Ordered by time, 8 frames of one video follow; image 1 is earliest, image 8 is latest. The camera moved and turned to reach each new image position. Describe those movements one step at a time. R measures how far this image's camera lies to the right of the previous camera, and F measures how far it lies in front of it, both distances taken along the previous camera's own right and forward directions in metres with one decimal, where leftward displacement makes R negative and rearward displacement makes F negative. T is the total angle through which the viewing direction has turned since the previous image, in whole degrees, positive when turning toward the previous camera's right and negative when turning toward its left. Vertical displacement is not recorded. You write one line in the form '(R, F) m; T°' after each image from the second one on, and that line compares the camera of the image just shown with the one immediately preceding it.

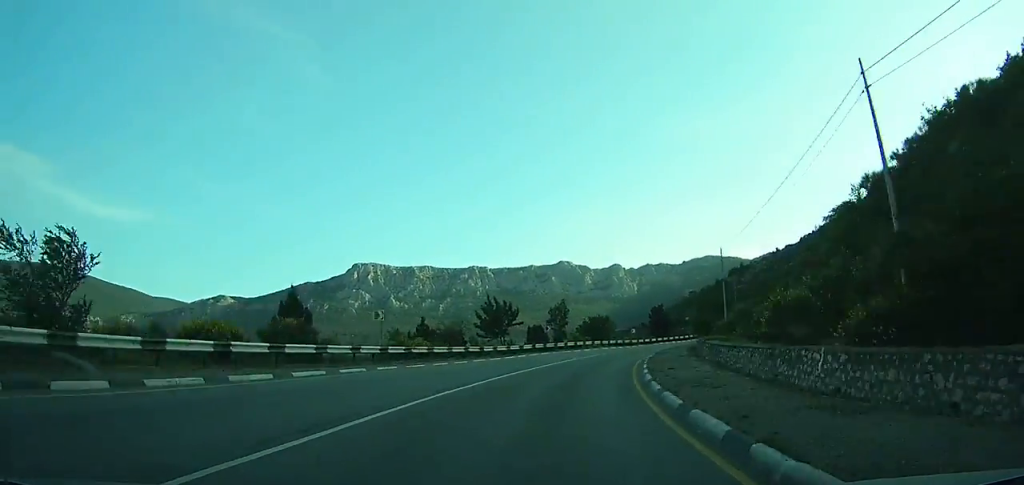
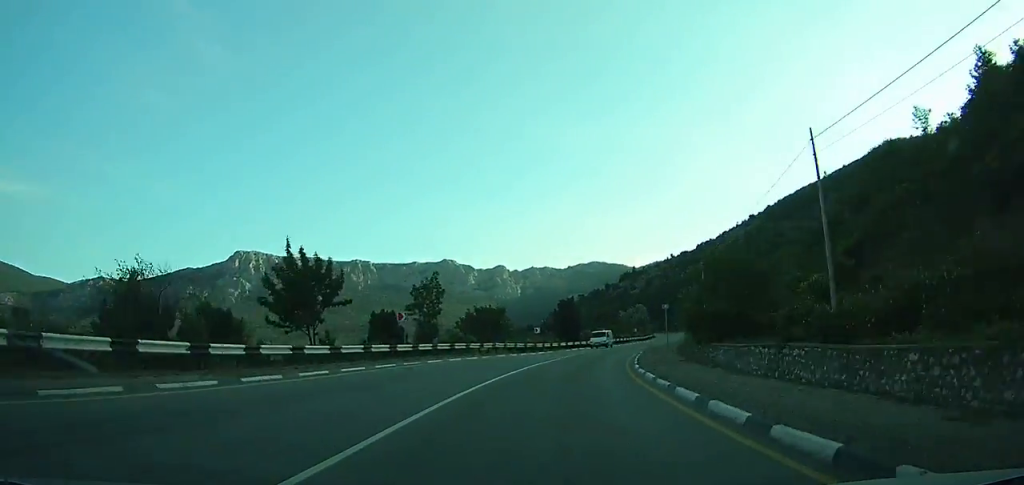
(+3.4, +27.6) m; +10°
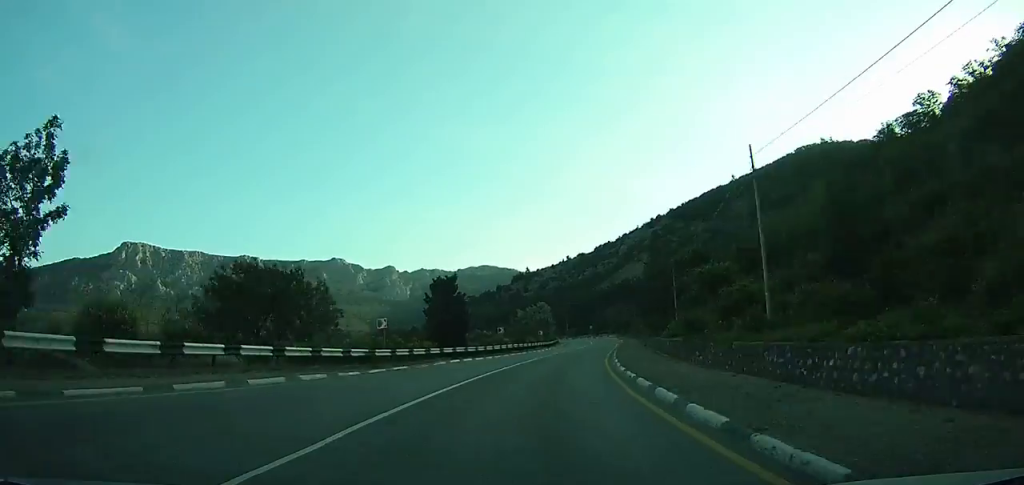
(+1.8, +28.8) m; +10°
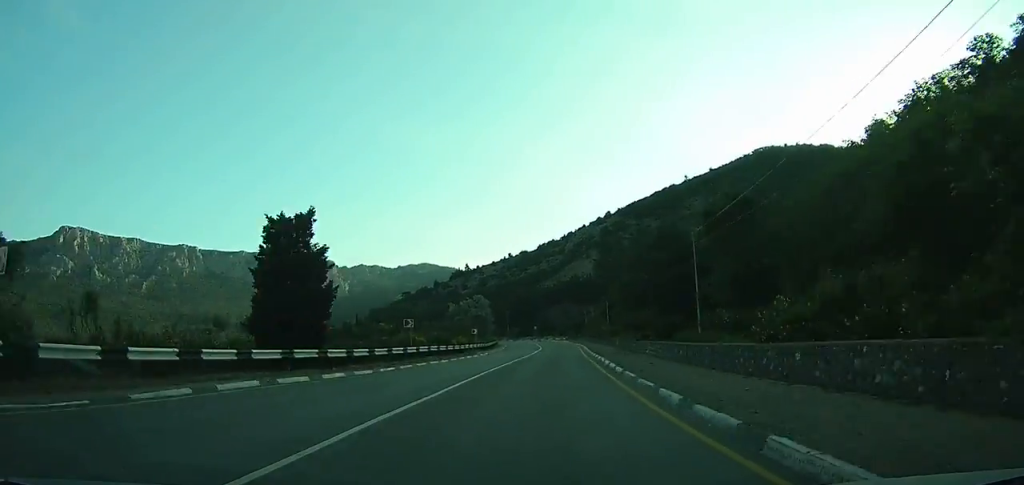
(+2.7, +22.3) m; +6°
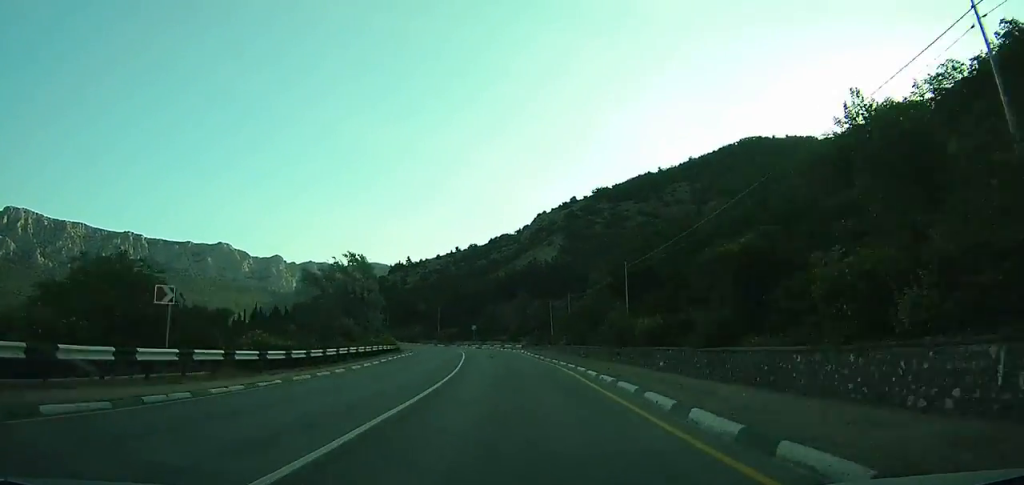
(+4.7, +49.8) m; +5°
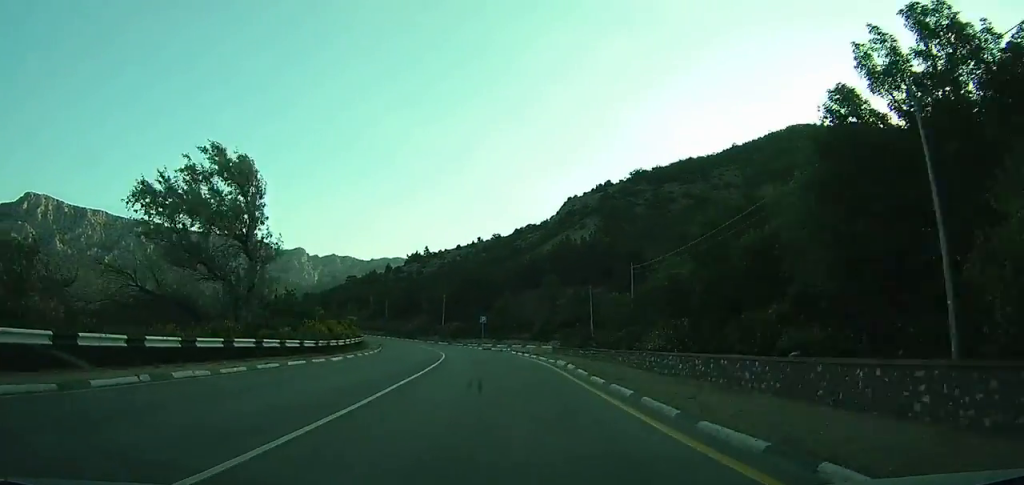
(-0.3, +26.2) m; -2°
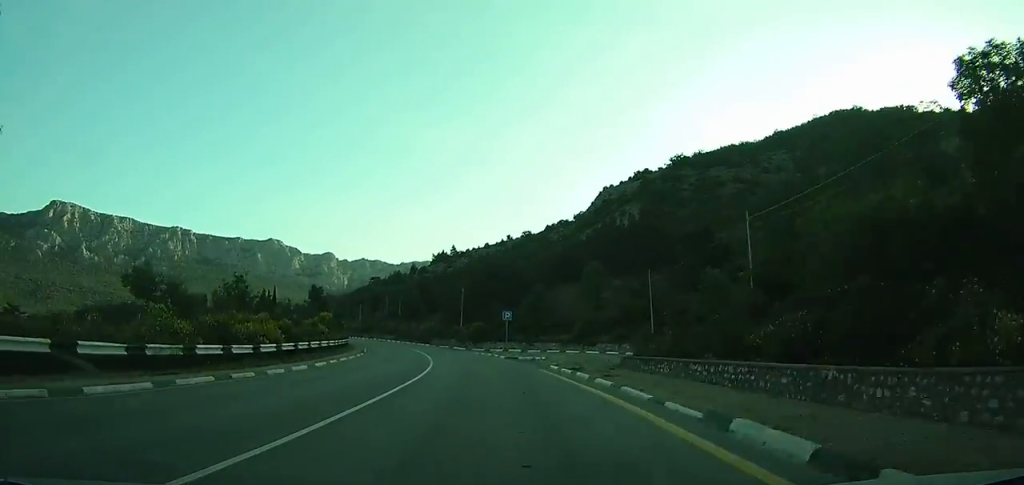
(0.0, +17.5) m; -3°
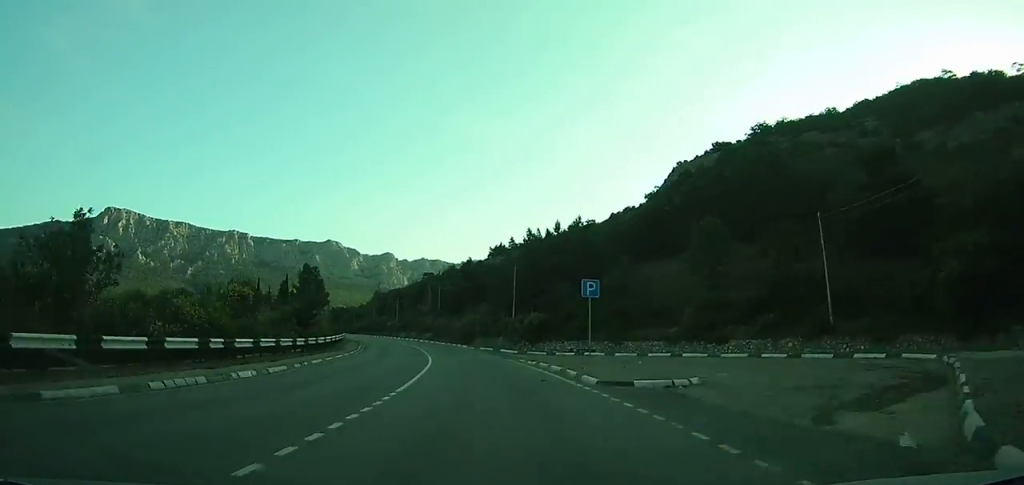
(-1.0, +24.0) m; -5°
